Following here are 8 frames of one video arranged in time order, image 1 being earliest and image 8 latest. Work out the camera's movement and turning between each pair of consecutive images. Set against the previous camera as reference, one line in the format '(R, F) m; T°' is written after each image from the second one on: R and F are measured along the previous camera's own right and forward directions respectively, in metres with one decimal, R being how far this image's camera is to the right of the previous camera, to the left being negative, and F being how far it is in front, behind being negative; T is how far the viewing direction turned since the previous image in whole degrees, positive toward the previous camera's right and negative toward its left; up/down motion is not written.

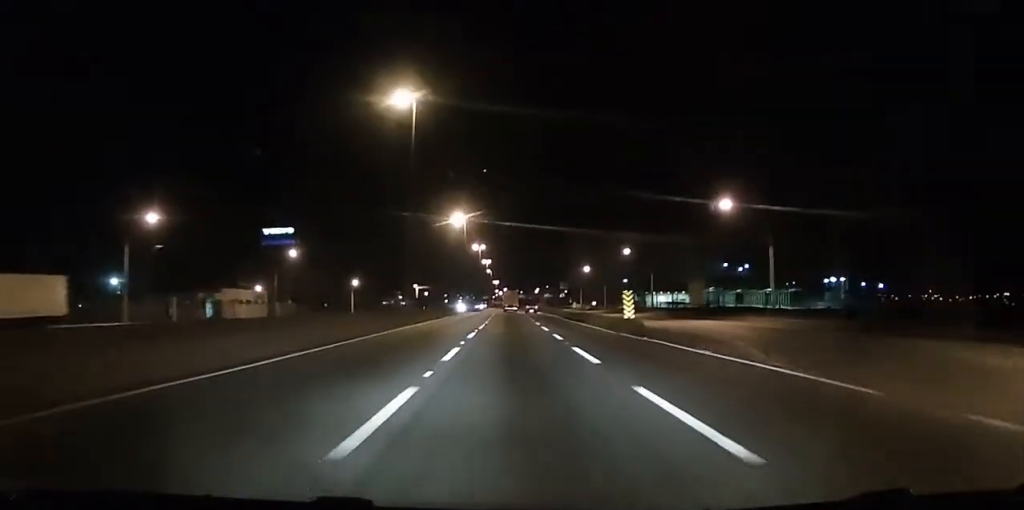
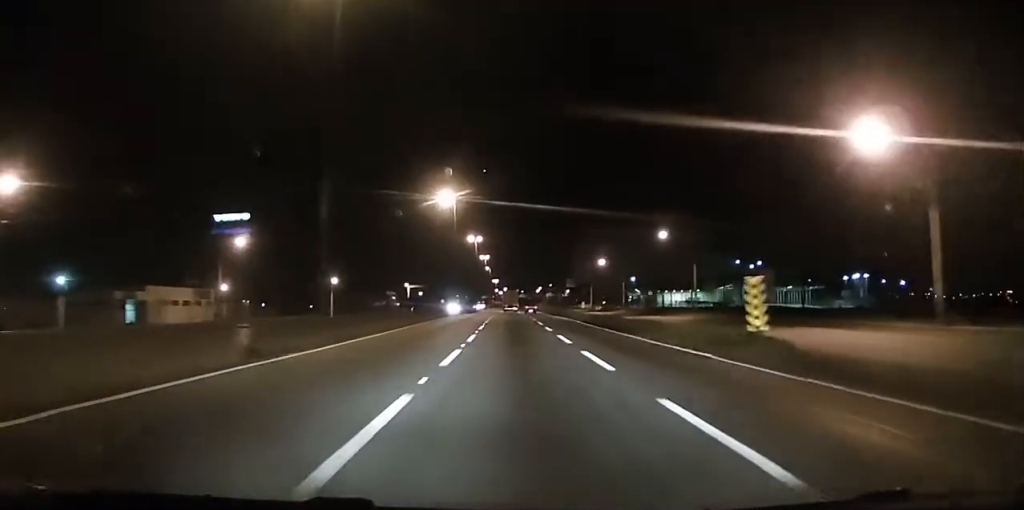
(0.0, +19.7) m; 0°
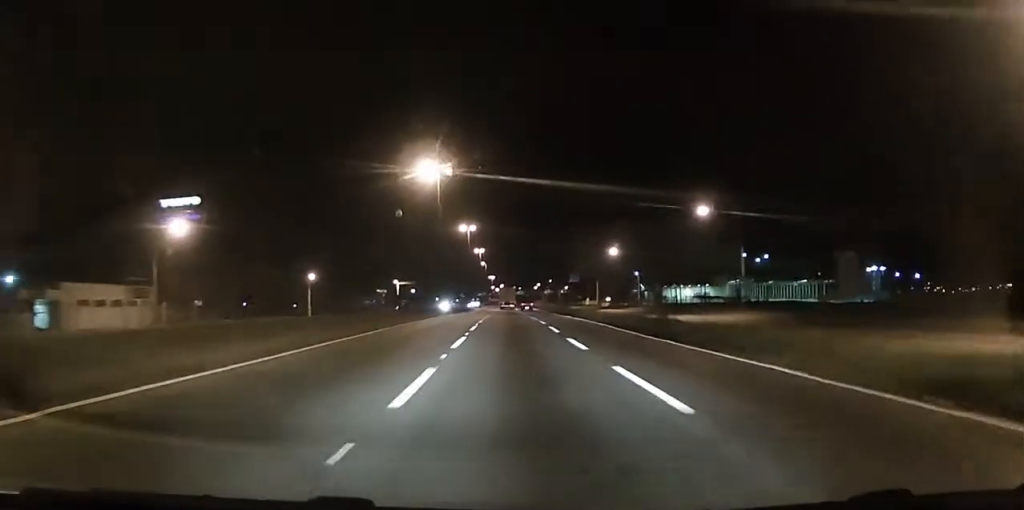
(0.0, +14.6) m; 0°
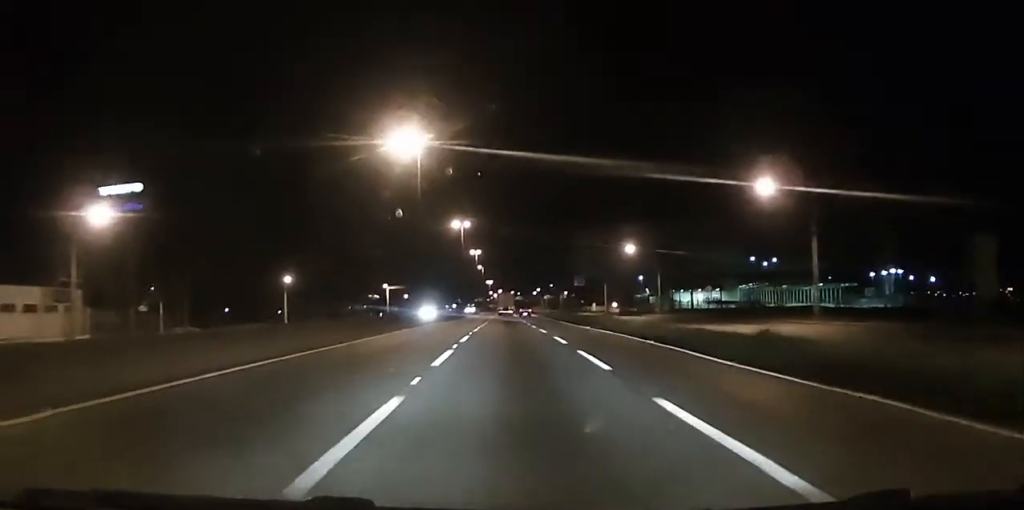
(0.0, +13.1) m; 0°
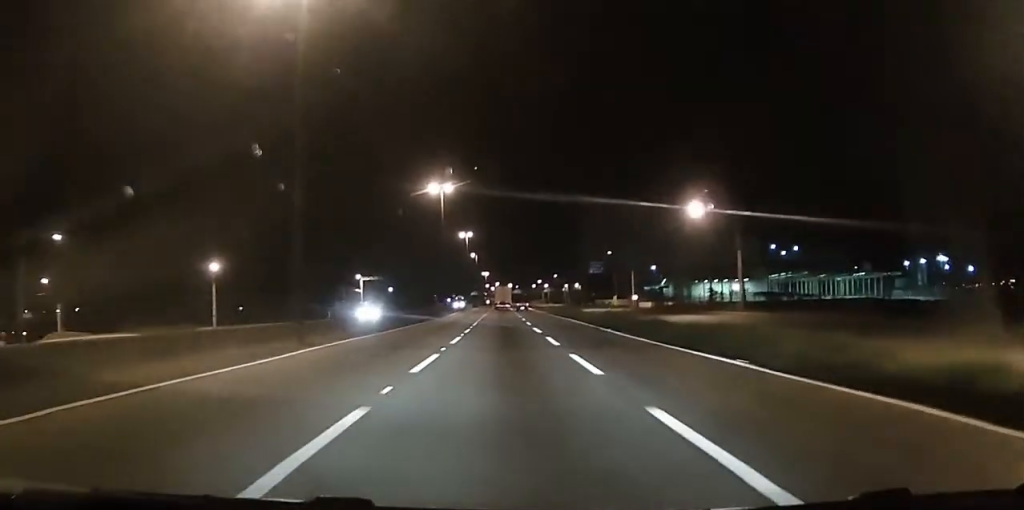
(+0.1, +28.5) m; 0°
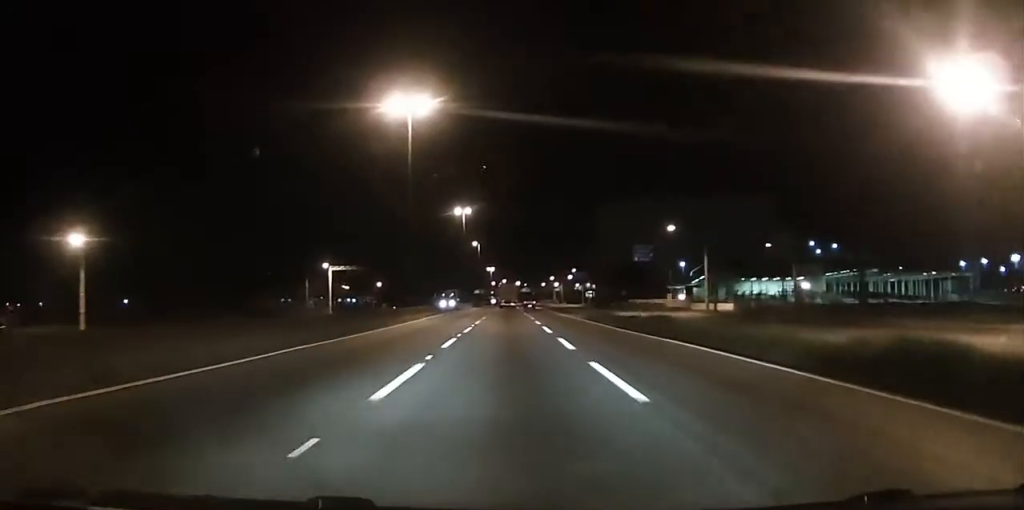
(+0.2, +31.5) m; 0°
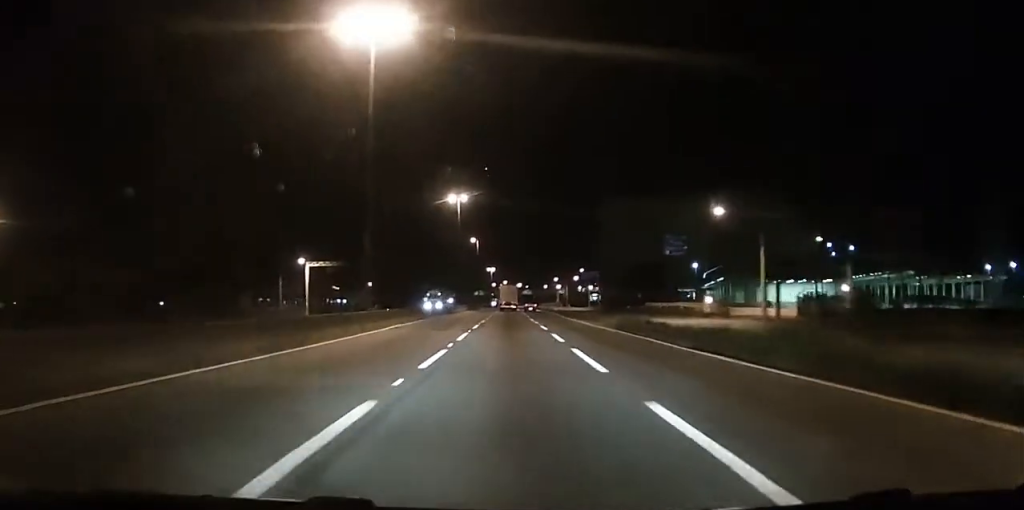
(0.0, +13.9) m; 0°
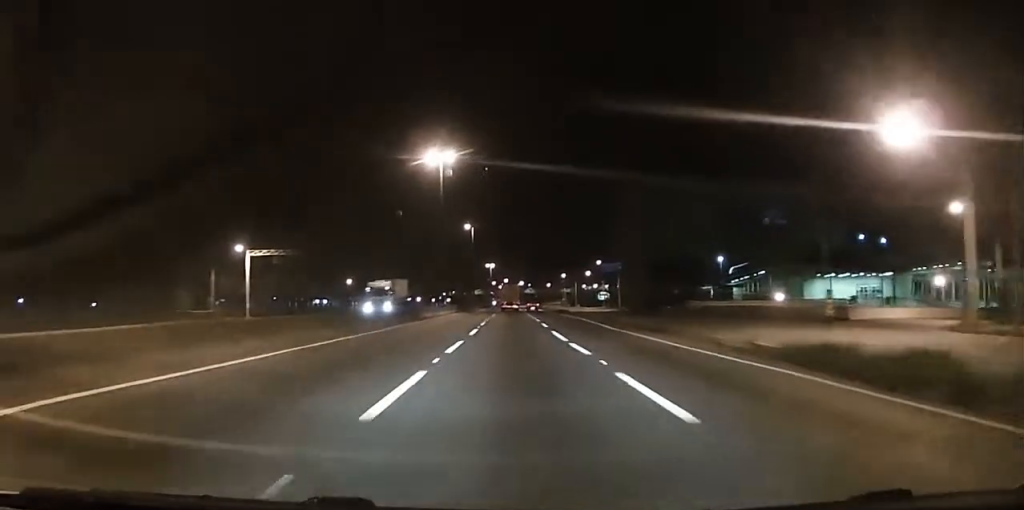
(-0.1, +24.1) m; 0°
